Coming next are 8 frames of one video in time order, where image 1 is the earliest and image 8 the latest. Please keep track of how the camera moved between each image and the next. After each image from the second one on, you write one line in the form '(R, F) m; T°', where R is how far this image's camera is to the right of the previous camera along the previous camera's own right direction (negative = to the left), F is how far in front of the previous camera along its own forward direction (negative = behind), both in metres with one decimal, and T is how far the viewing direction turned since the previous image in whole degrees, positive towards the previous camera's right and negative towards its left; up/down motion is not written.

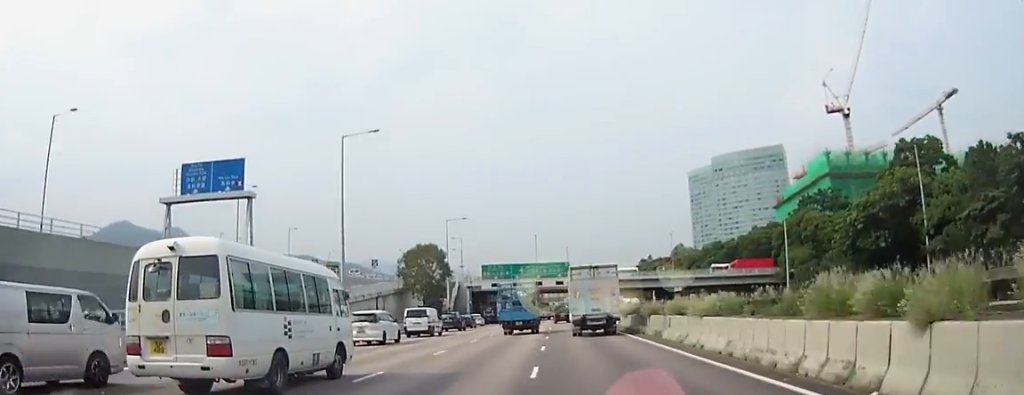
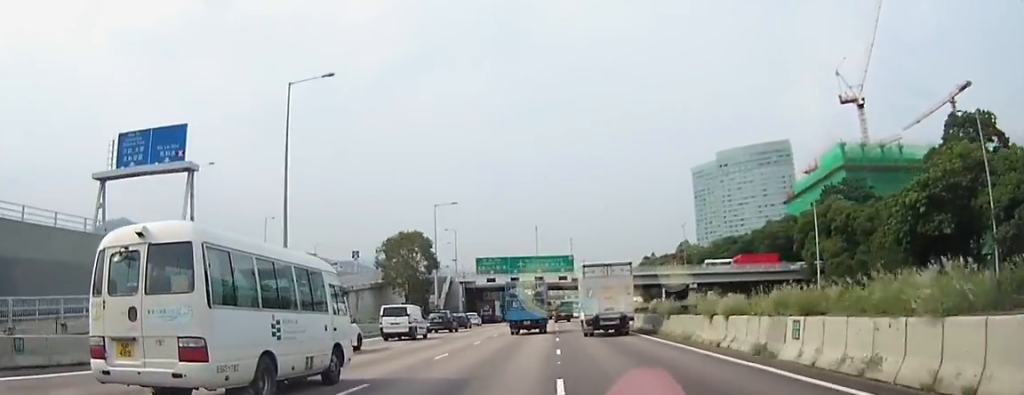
(0.0, +11.4) m; 0°
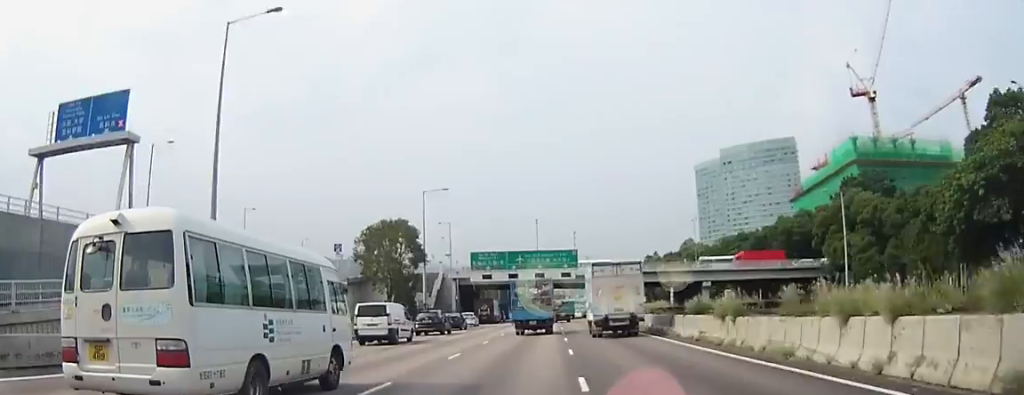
(0.0, +8.7) m; 0°
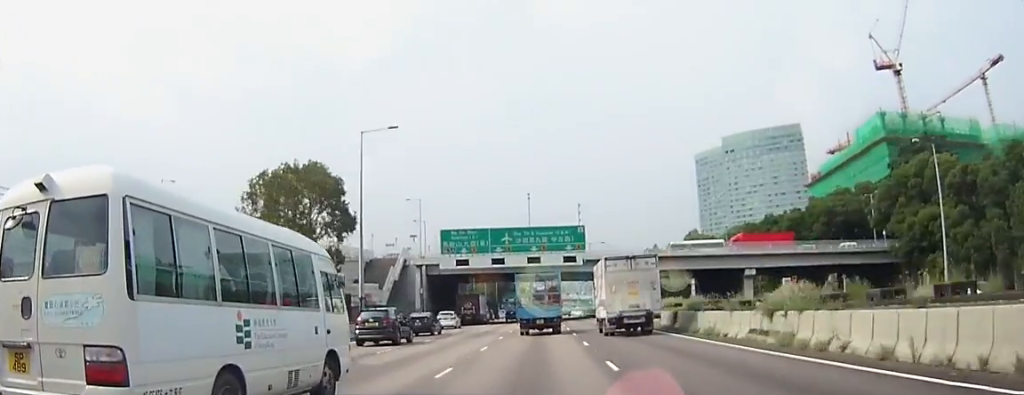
(+0.2, +24.0) m; +1°
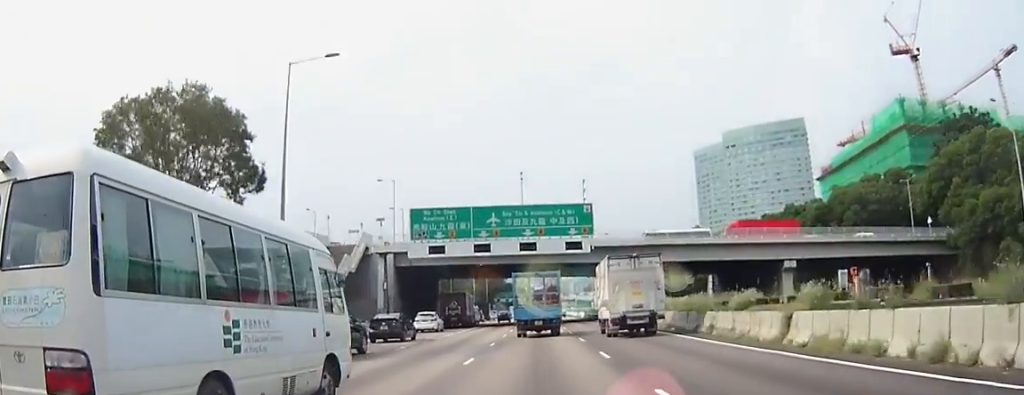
(0.0, +14.5) m; 0°
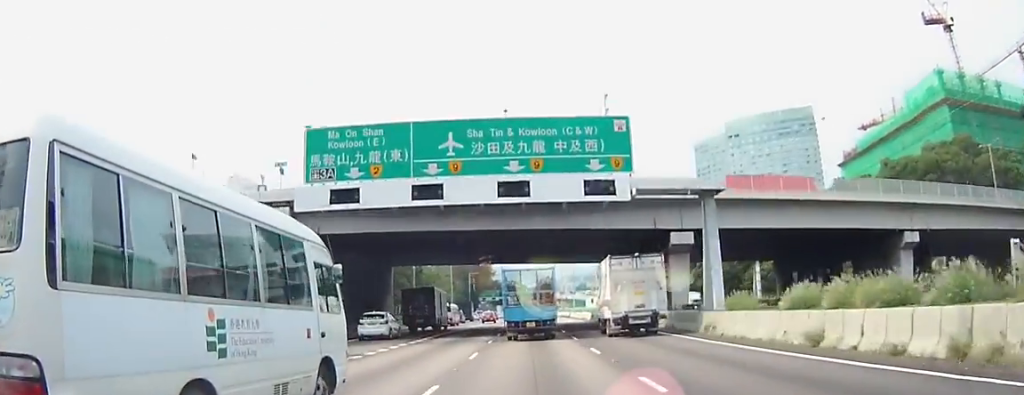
(0.0, +24.7) m; 0°
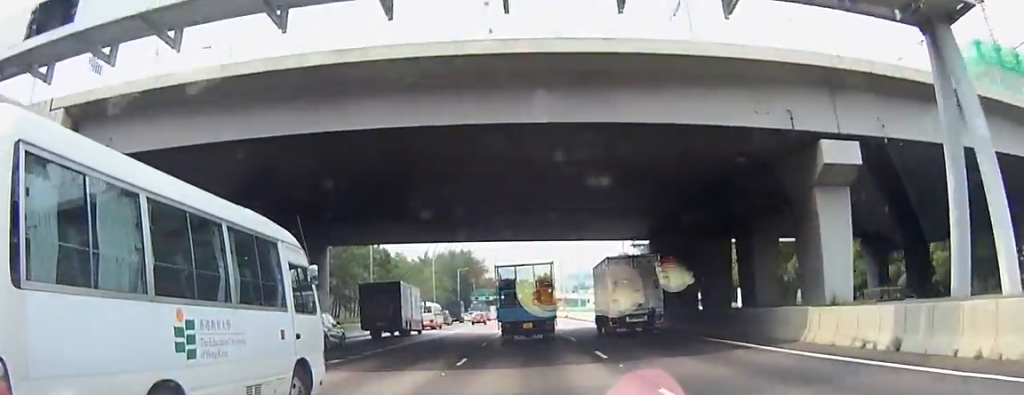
(+0.2, +19.8) m; 0°
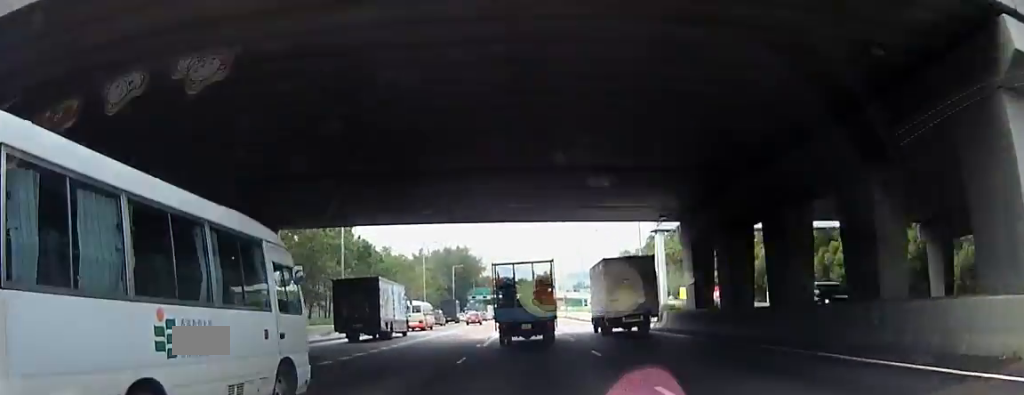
(-0.1, +9.0) m; +1°
